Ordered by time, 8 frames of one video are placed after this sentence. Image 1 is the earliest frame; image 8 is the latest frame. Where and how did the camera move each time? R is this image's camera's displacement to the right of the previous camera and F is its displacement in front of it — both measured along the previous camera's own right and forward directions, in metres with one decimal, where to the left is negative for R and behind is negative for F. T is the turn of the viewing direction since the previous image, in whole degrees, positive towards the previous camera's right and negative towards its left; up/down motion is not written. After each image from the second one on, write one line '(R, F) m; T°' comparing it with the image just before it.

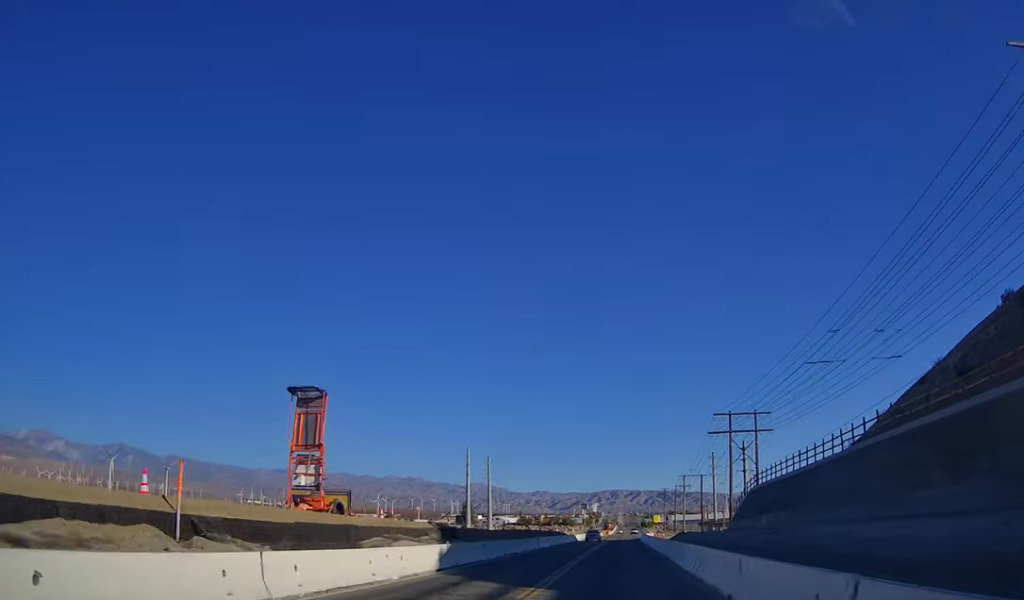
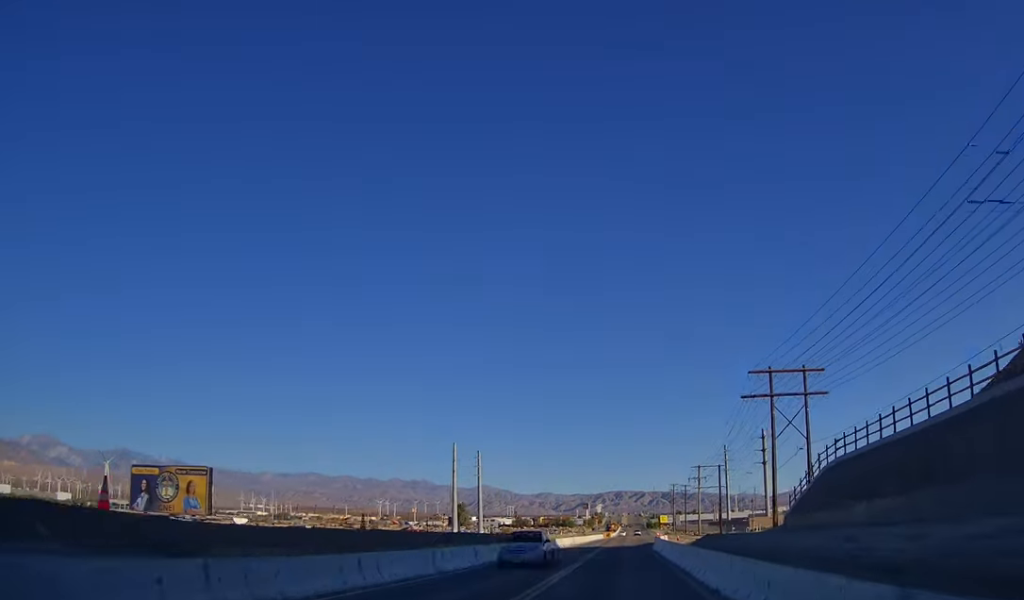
(-0.7, +25.1) m; 0°
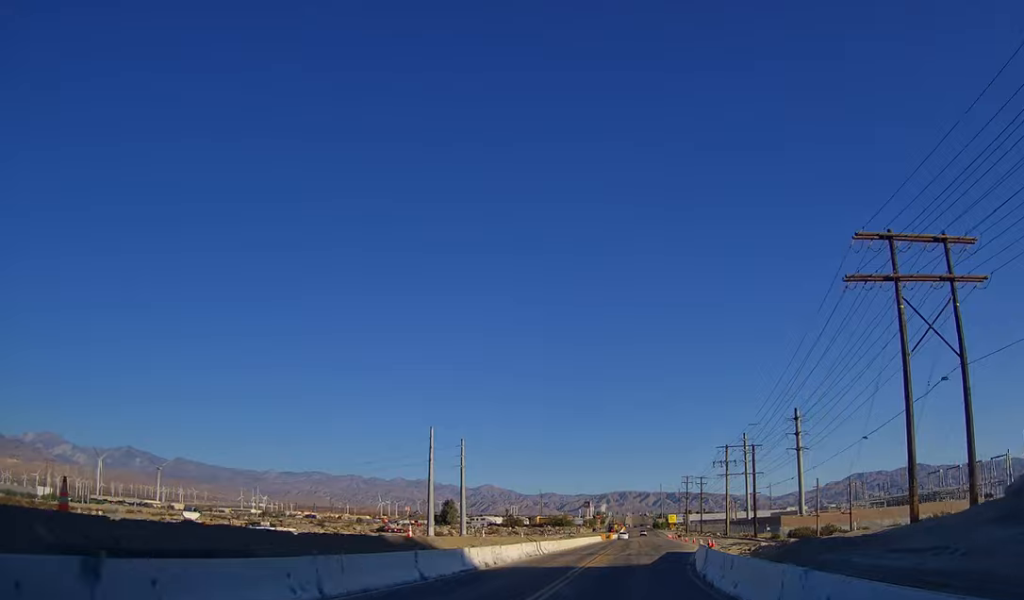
(+0.6, +31.8) m; 0°
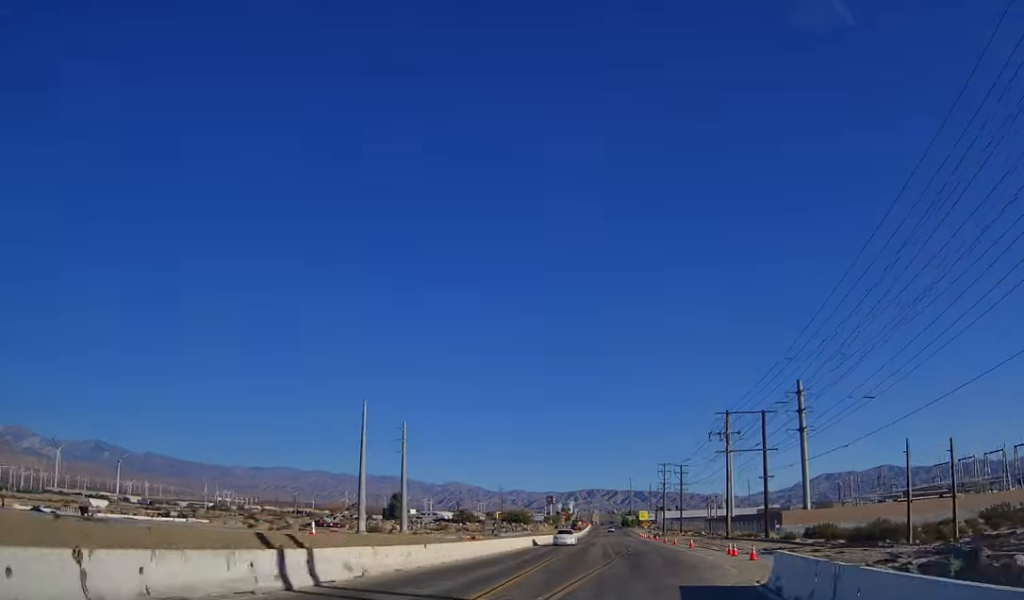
(-0.4, +28.4) m; 0°
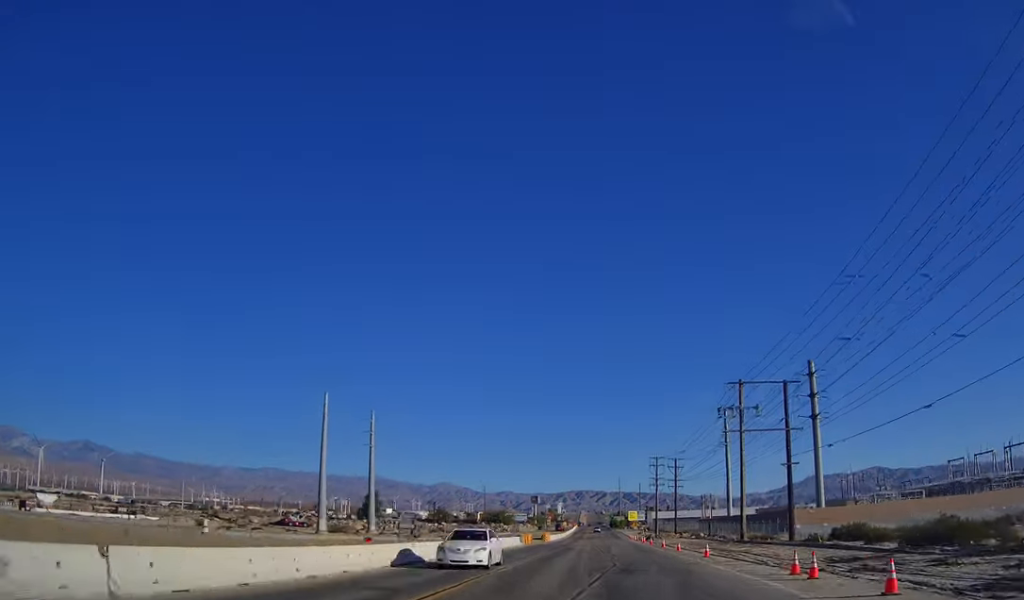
(-0.3, +15.7) m; 0°
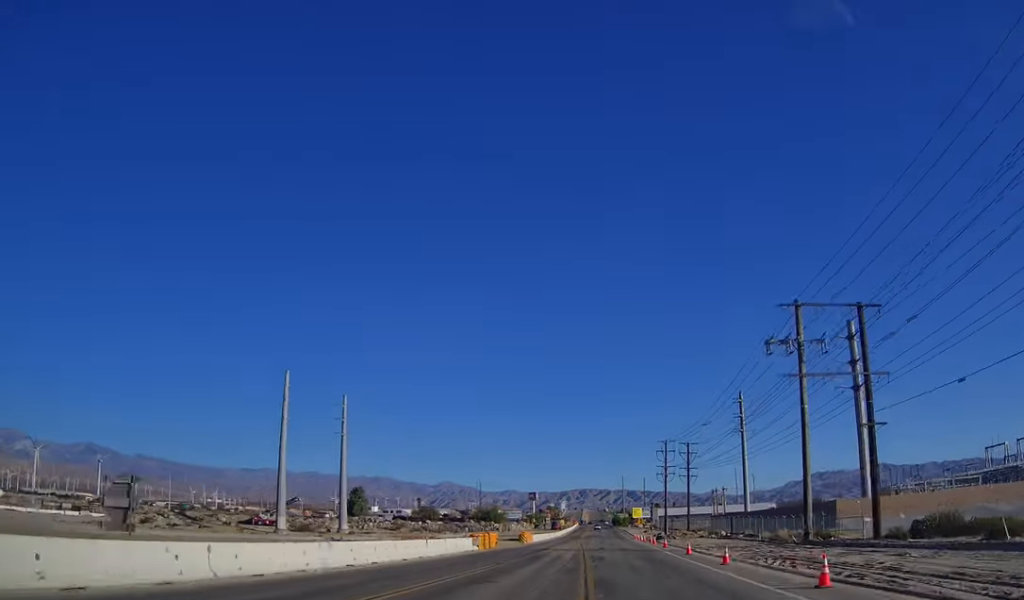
(+0.7, +19.9) m; 0°
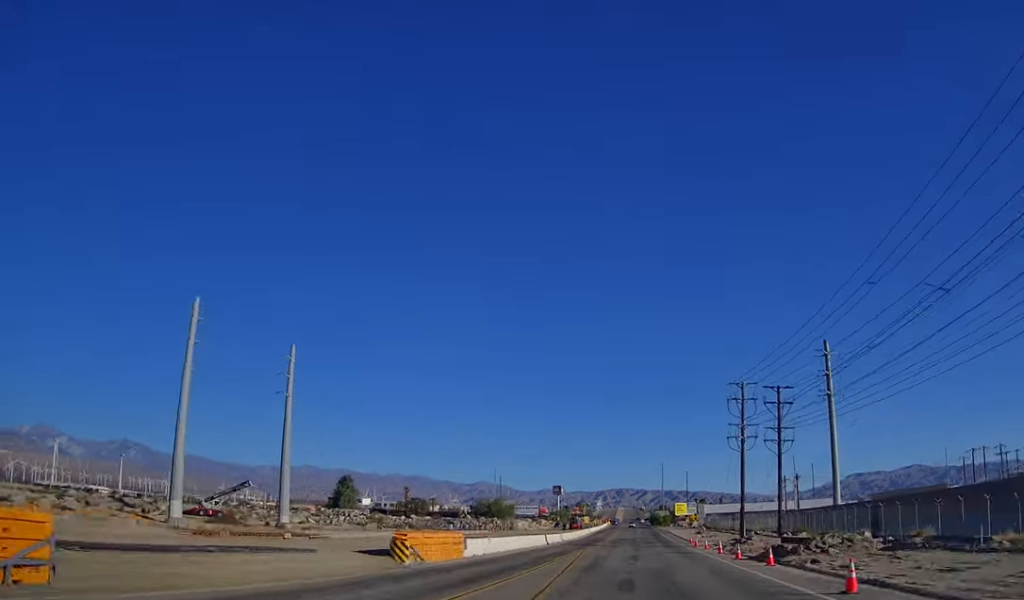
(-0.1, +43.0) m; -1°
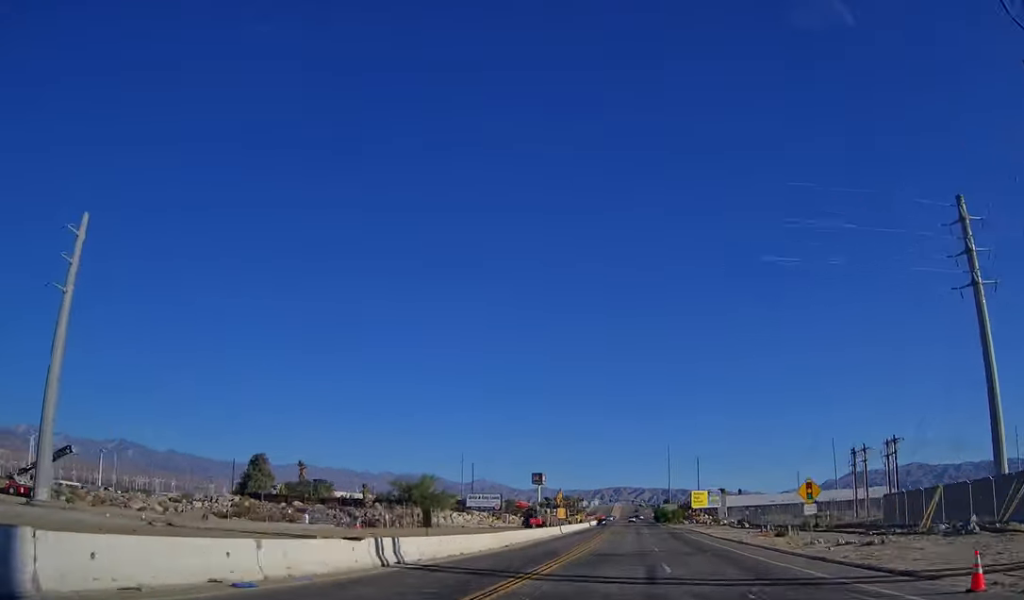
(-0.9, +52.7) m; -1°
